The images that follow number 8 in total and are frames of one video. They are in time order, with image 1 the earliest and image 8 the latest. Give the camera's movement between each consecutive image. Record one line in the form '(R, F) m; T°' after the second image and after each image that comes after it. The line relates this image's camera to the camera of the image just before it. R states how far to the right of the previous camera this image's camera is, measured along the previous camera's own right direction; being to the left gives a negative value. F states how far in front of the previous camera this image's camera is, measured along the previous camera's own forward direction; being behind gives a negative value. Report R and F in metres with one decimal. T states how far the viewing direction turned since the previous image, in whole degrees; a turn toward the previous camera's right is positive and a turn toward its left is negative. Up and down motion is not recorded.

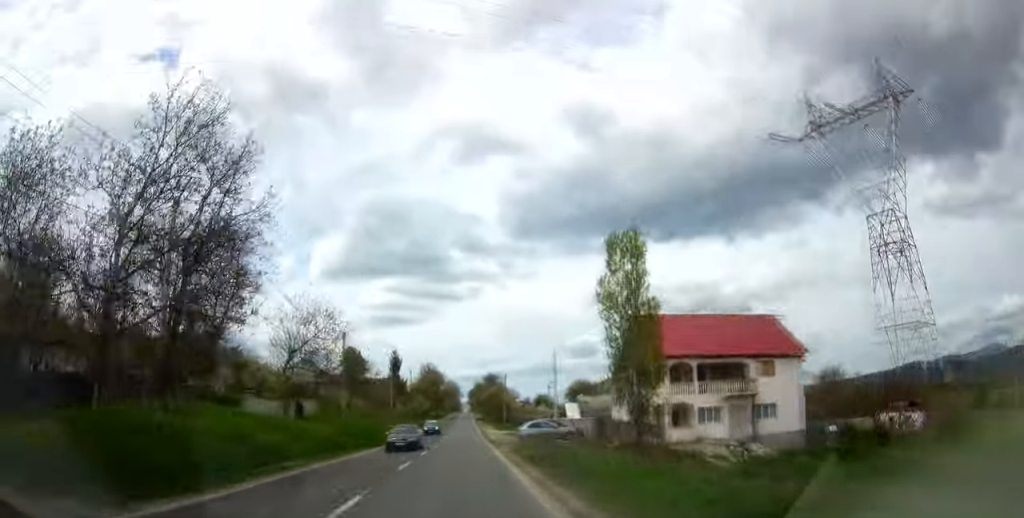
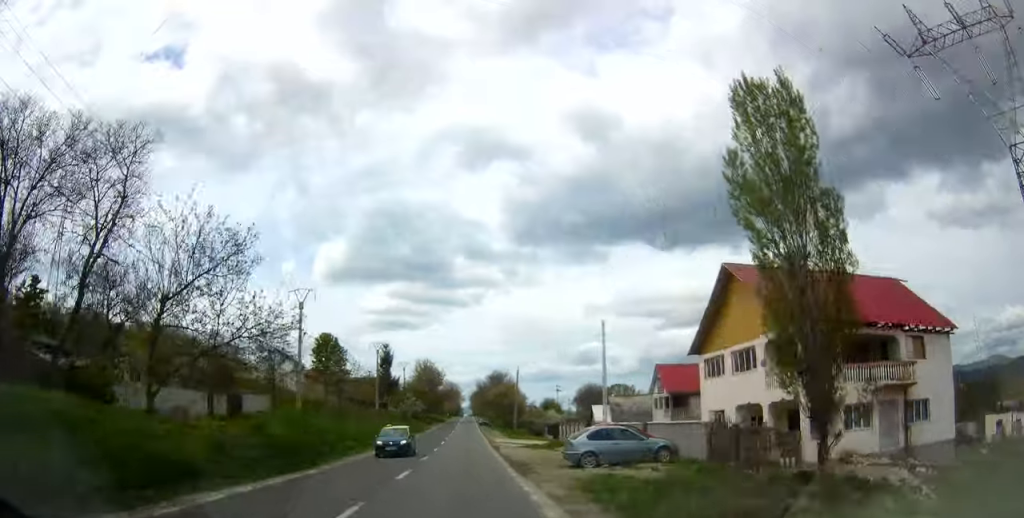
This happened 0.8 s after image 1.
(-0.1, +18.3) m; 0°
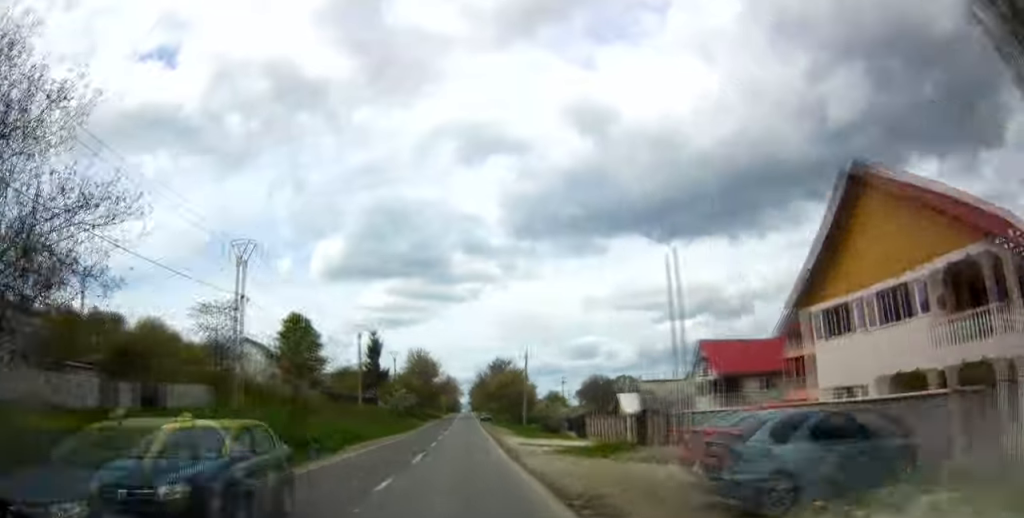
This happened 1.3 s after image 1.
(-0.1, +12.7) m; +1°
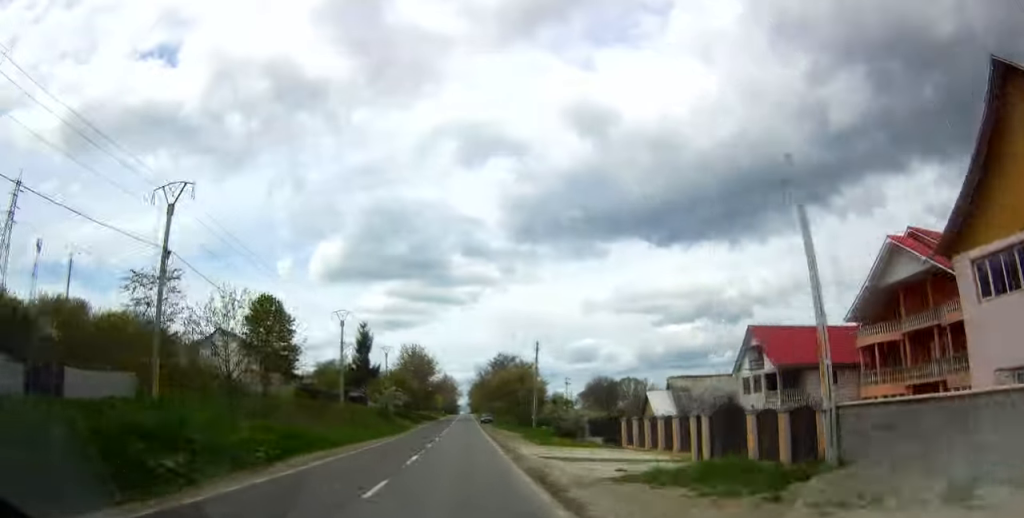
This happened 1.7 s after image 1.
(+0.1, +10.0) m; 0°
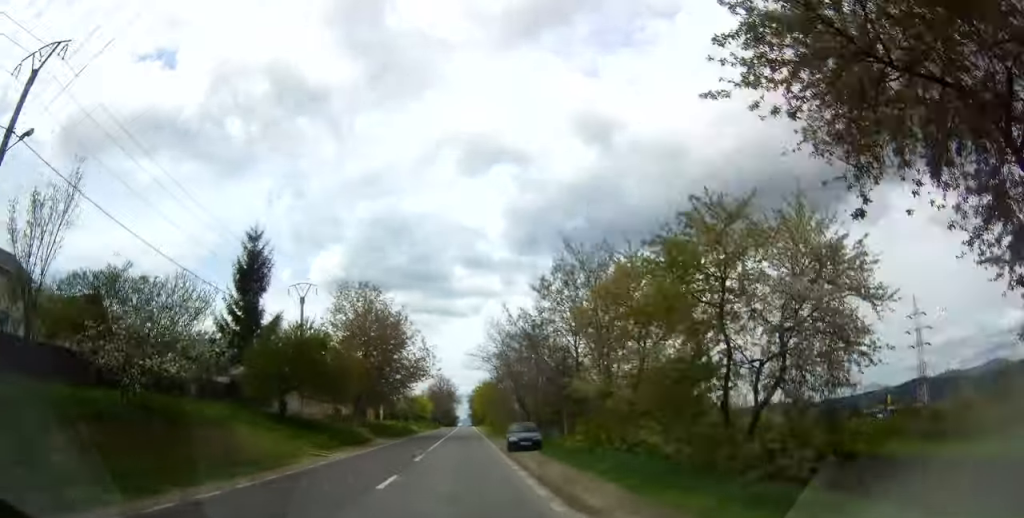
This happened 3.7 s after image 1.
(-0.6, +52.0) m; -1°
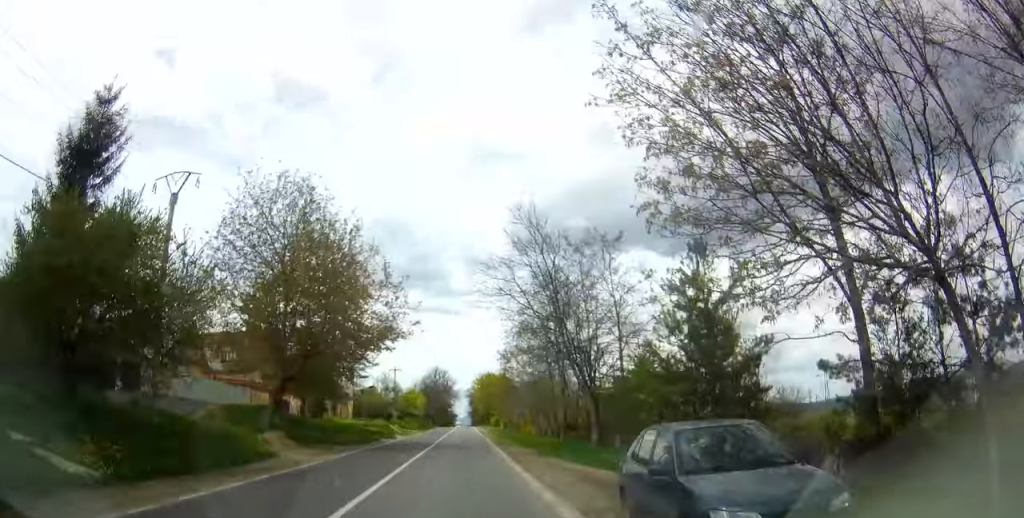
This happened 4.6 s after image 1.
(+0.2, +23.8) m; +1°
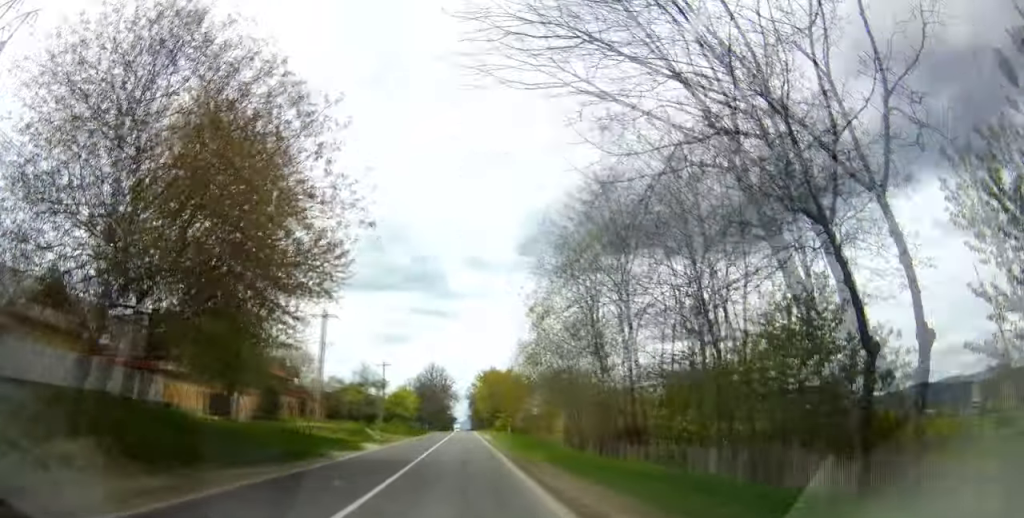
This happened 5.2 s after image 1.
(+0.1, +15.4) m; 0°
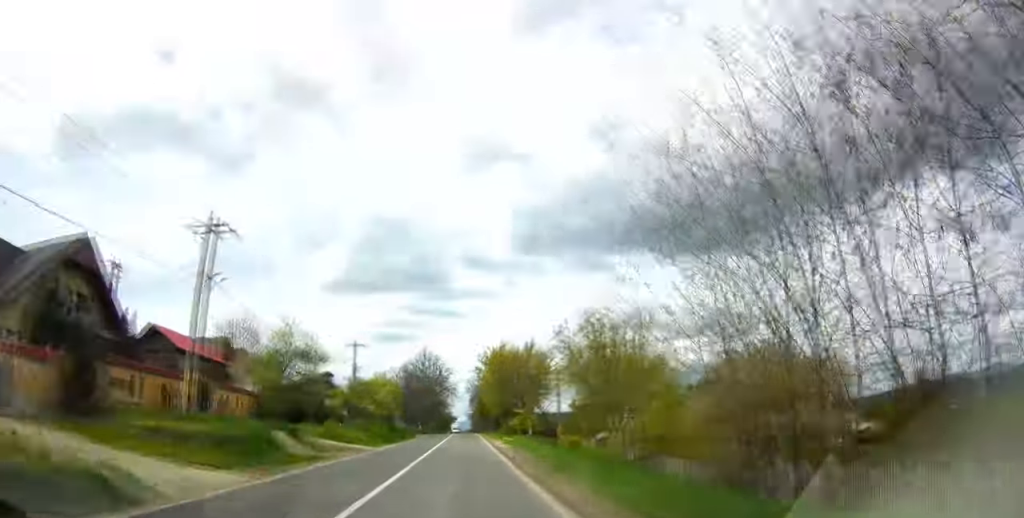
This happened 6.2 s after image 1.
(0.0, +25.4) m; 0°
